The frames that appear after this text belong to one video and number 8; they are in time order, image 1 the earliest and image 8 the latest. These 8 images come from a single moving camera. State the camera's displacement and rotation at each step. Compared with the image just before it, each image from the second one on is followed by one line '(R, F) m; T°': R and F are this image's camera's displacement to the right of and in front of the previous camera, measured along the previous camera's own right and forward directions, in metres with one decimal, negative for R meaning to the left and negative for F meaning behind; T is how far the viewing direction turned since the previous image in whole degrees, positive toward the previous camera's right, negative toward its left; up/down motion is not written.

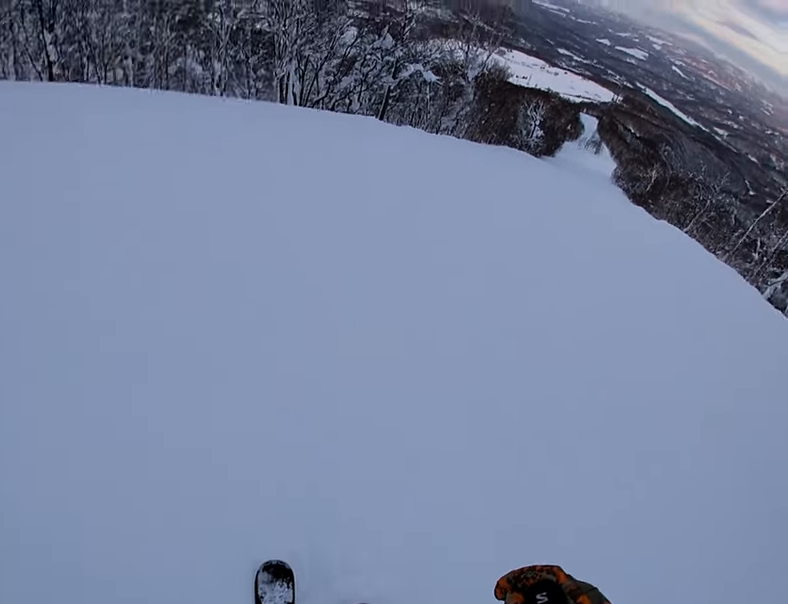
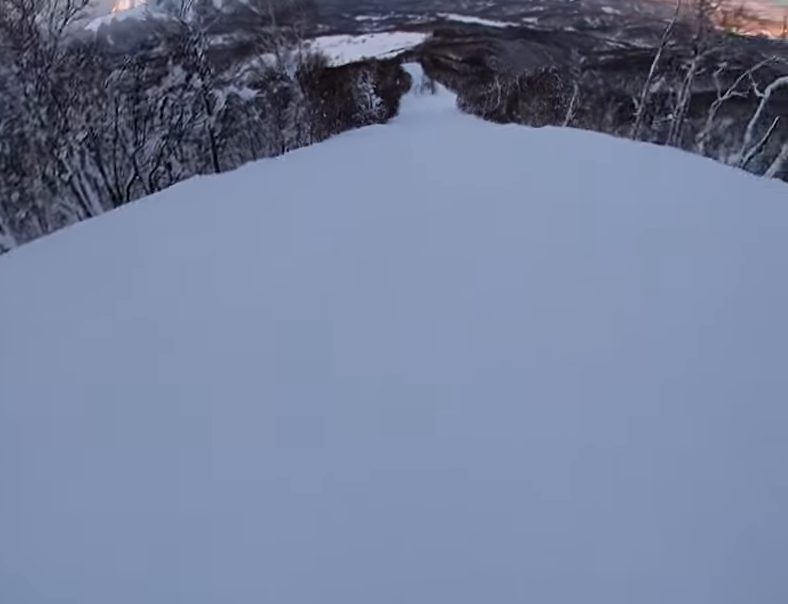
(+0.1, +6.4) m; +6°
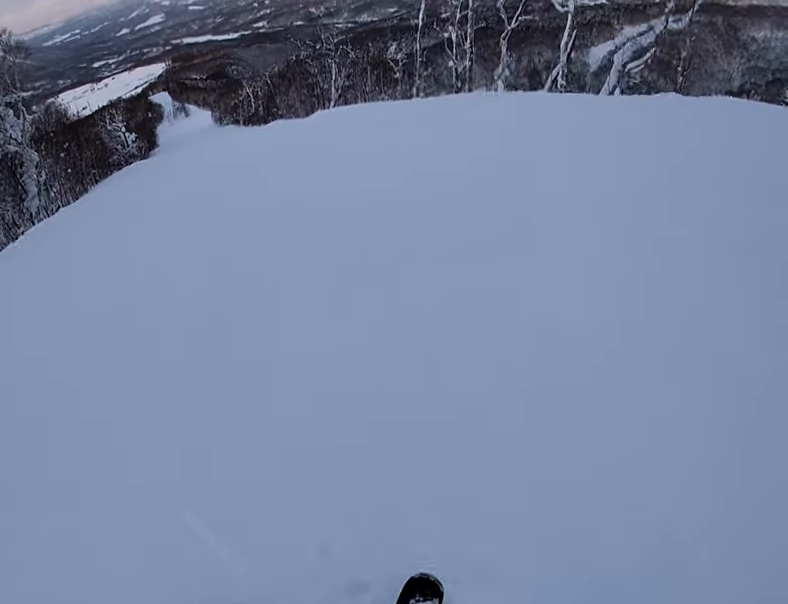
(+0.5, +6.6) m; +6°
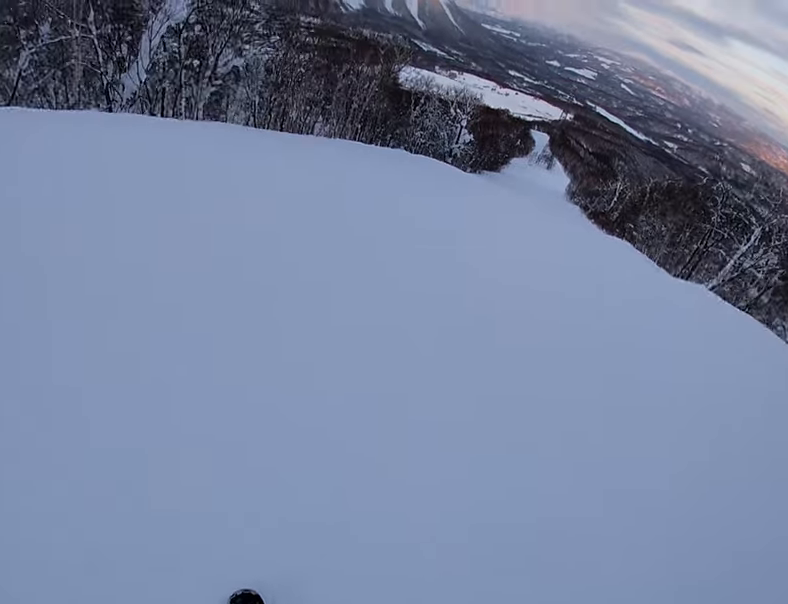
(-3.5, +20.7) m; -27°
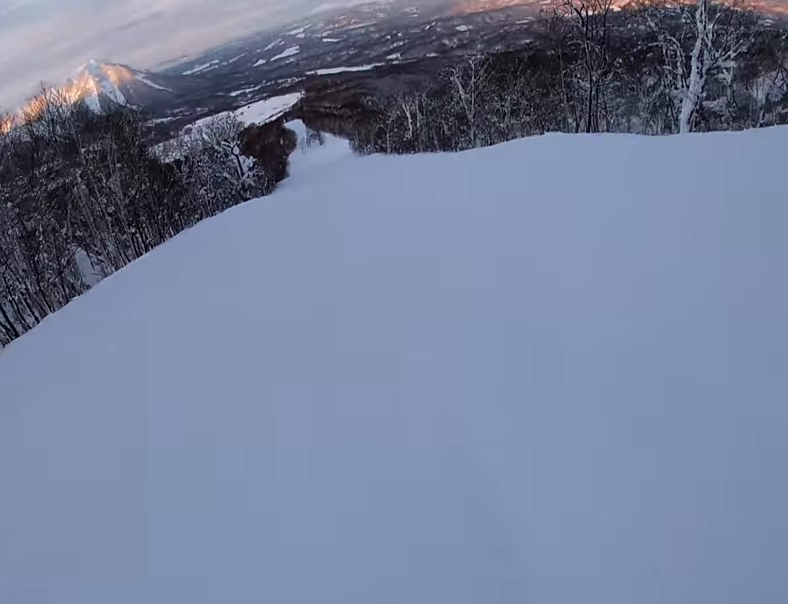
(+2.0, +14.0) m; +21°
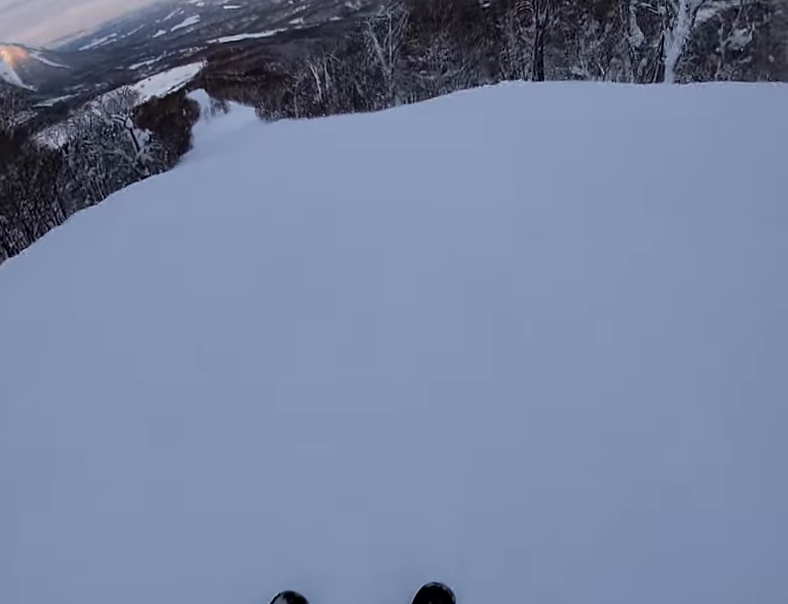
(+0.7, +5.4) m; +6°
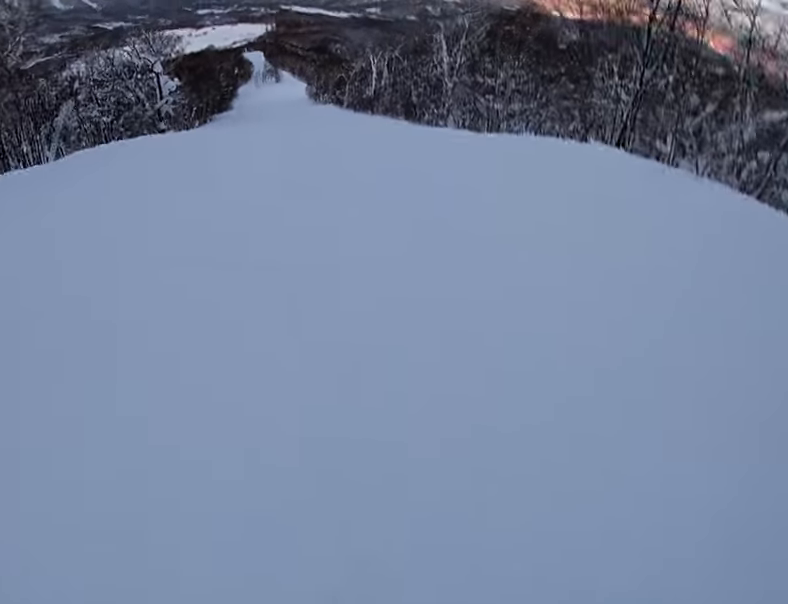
(-0.3, +6.3) m; +1°
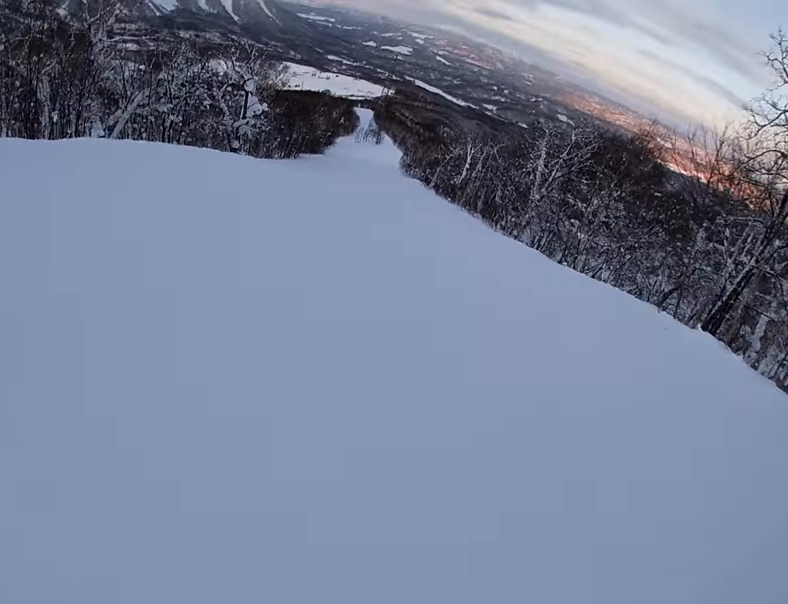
(+0.1, +5.3) m; -5°
